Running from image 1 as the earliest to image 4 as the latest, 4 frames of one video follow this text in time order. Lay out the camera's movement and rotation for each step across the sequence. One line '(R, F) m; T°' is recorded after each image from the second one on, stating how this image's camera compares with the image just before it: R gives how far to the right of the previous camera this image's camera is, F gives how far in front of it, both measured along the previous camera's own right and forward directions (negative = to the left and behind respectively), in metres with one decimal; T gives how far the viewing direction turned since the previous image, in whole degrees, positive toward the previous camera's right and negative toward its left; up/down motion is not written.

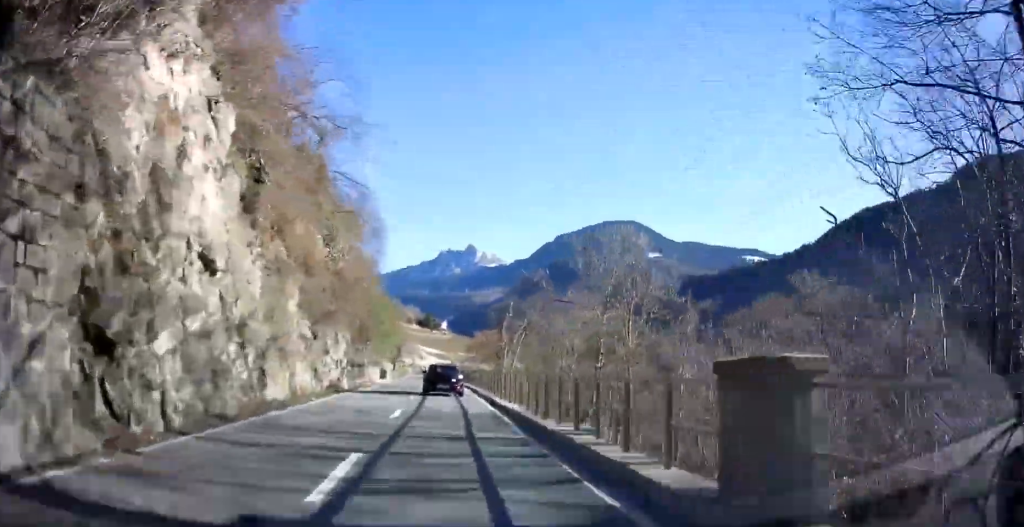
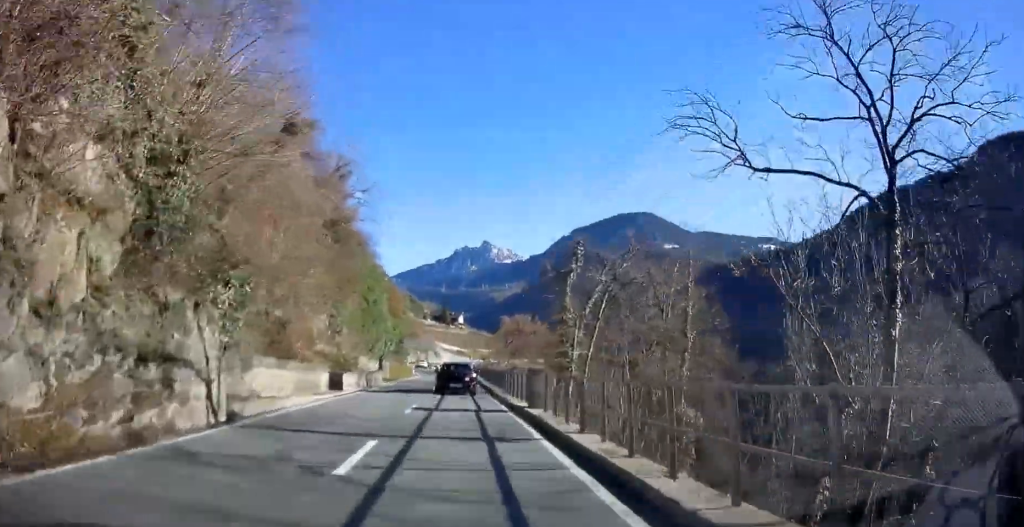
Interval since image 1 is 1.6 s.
(-0.6, +25.5) m; -2°
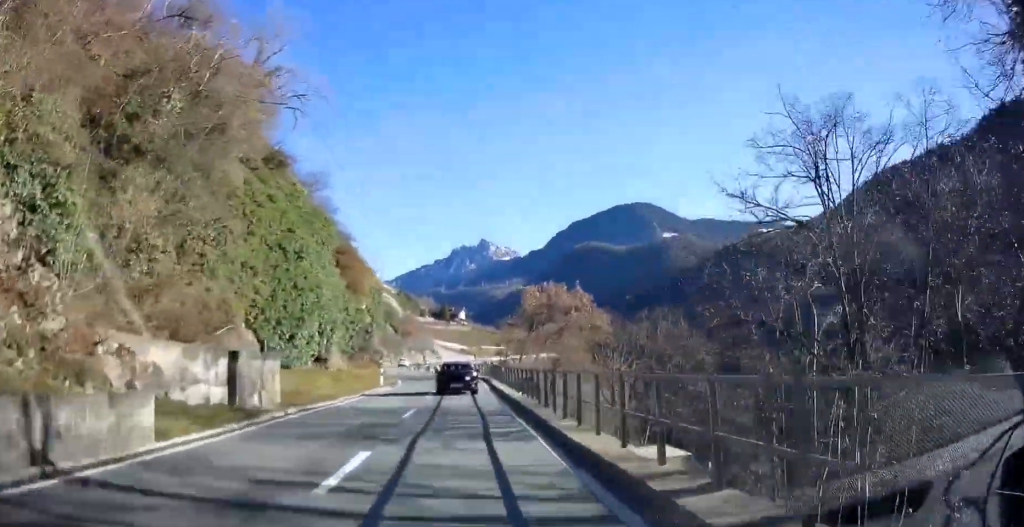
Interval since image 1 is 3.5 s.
(-0.2, +28.2) m; -2°
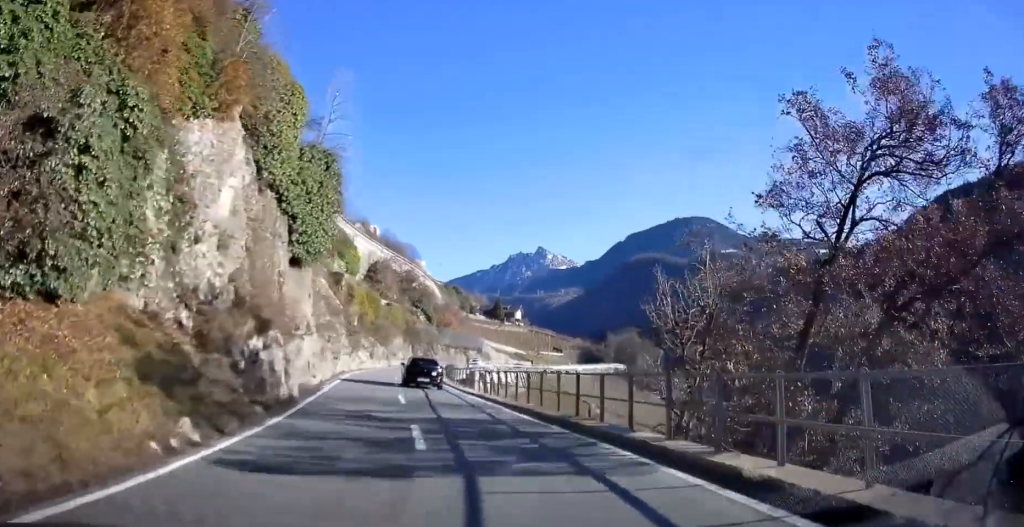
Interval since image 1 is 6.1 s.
(-0.9, +41.3) m; -4°
